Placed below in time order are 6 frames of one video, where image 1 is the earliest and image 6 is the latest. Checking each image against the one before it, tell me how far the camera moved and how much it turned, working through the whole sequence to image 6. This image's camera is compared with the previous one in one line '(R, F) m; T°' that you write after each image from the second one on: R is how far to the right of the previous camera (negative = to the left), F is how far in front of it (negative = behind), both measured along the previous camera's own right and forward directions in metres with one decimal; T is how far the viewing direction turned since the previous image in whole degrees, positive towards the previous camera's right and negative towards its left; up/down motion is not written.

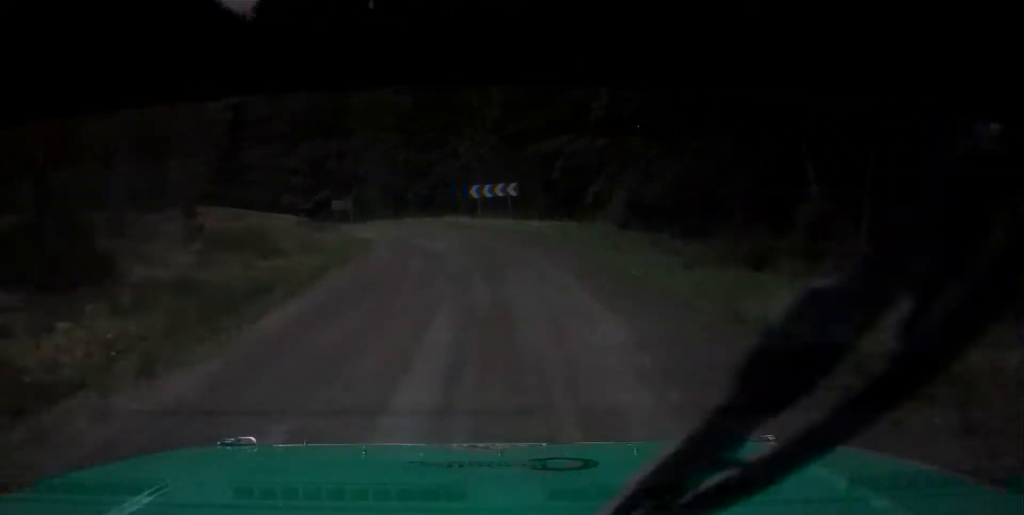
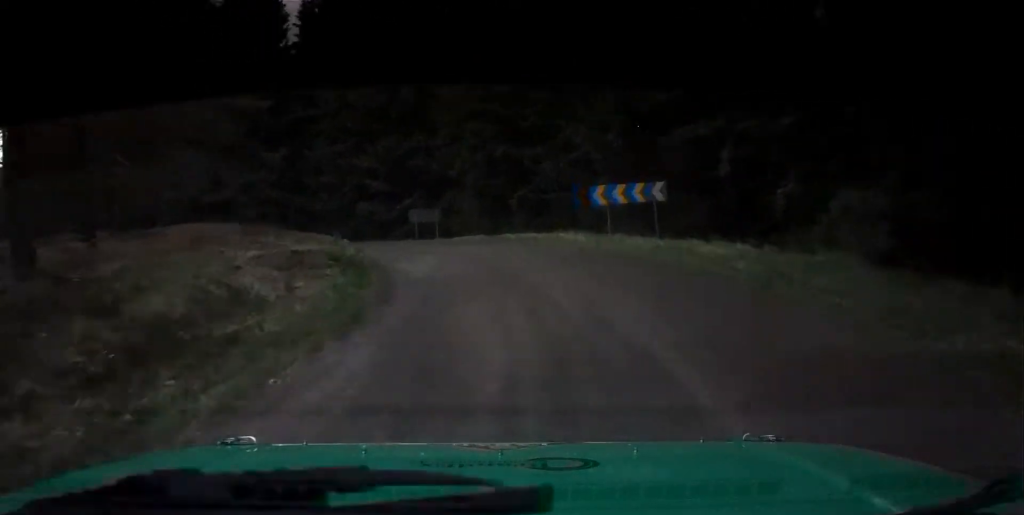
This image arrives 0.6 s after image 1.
(-0.5, +15.9) m; -6°
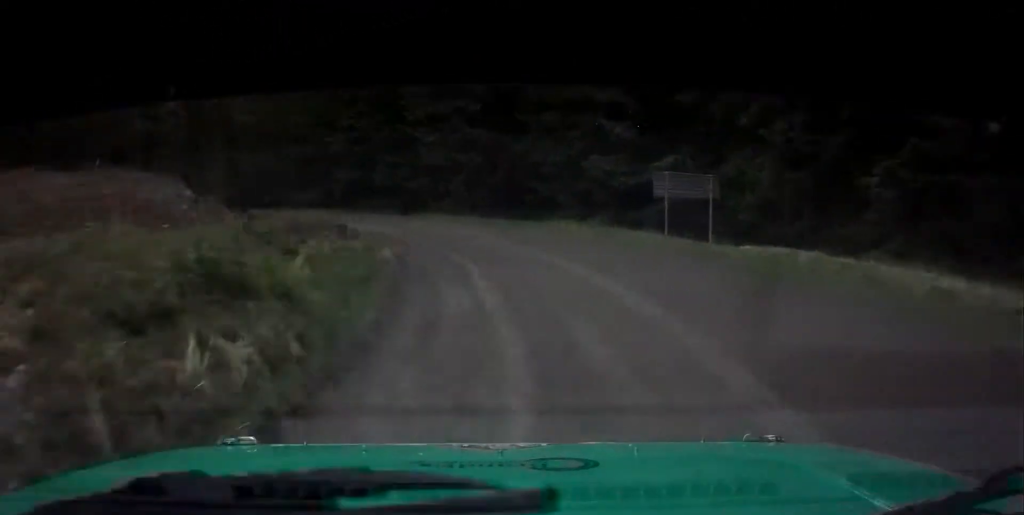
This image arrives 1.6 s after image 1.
(-2.1, +22.4) m; -12°
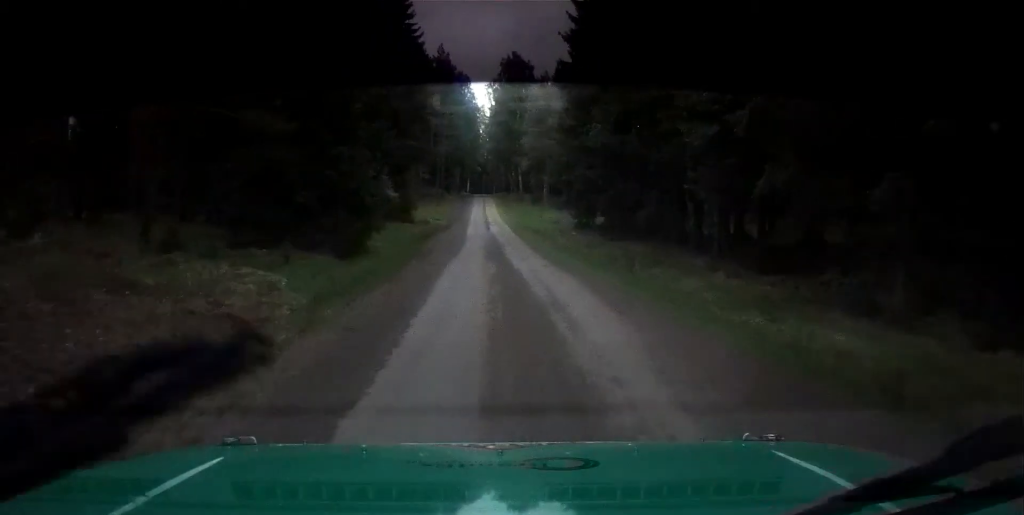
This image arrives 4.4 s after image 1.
(-21.0, +56.7) m; -41°
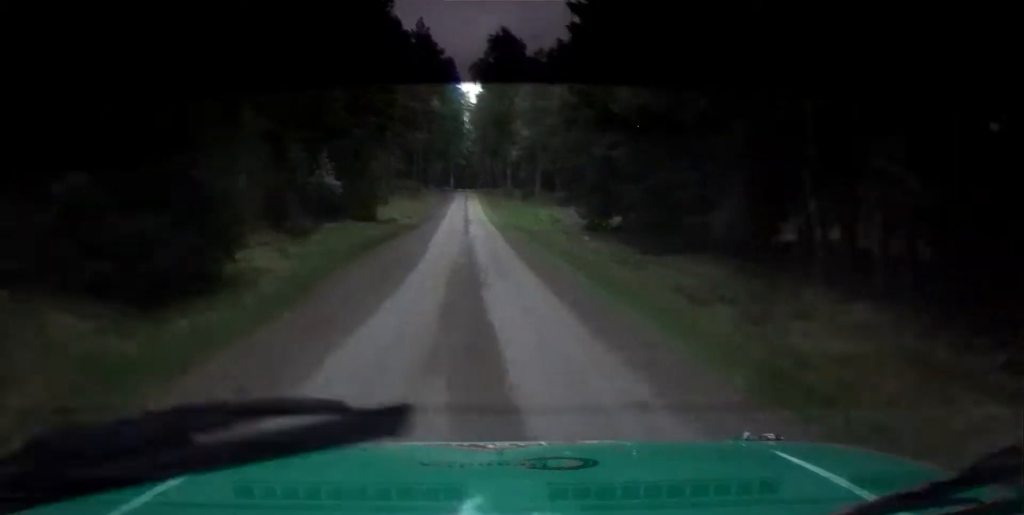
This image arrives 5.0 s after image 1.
(-1.5, +14.0) m; -6°
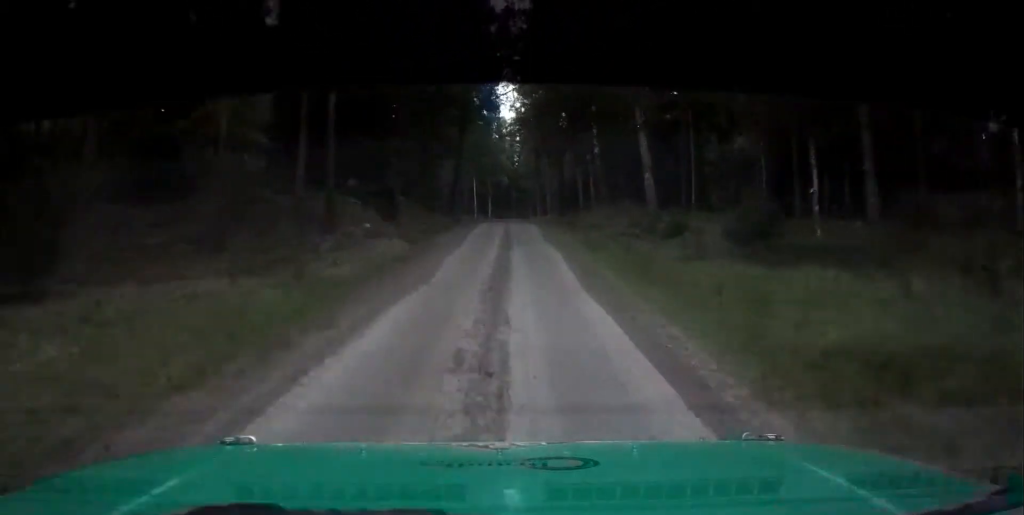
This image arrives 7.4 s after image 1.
(-2.9, +68.8) m; -4°
